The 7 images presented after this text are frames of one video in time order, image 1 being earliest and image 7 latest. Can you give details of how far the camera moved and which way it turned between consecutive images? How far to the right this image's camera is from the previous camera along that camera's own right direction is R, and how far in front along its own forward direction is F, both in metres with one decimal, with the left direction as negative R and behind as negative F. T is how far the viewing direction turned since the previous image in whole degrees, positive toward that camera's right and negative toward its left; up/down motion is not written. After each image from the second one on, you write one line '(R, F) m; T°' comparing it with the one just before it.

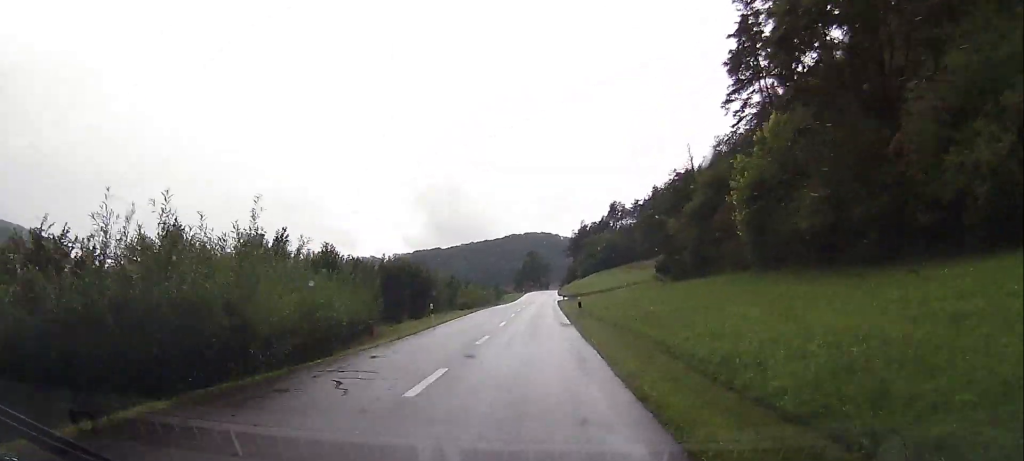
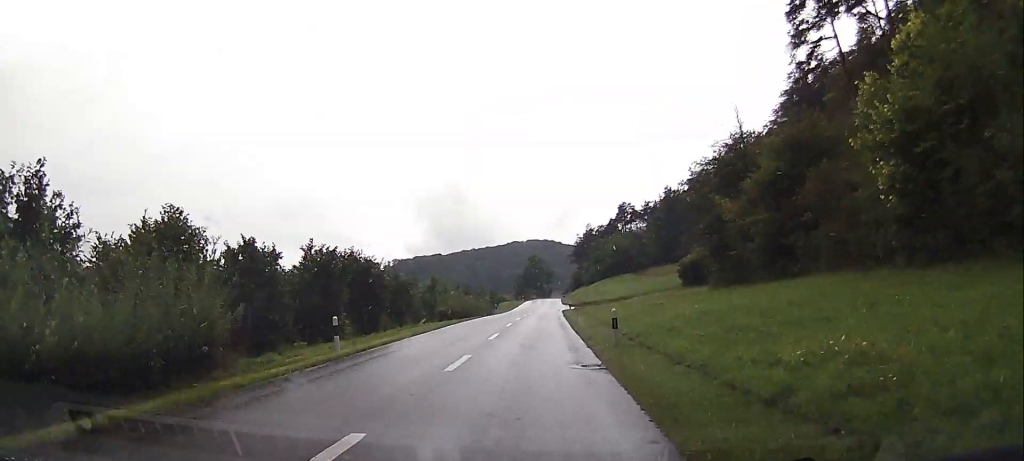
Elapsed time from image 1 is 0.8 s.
(+0.4, +15.1) m; 0°
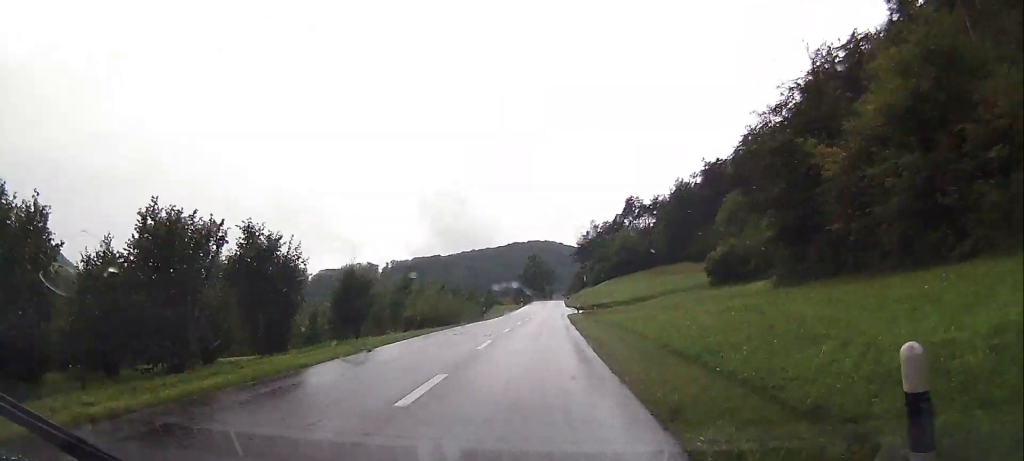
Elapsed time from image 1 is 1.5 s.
(-0.1, +13.6) m; -1°
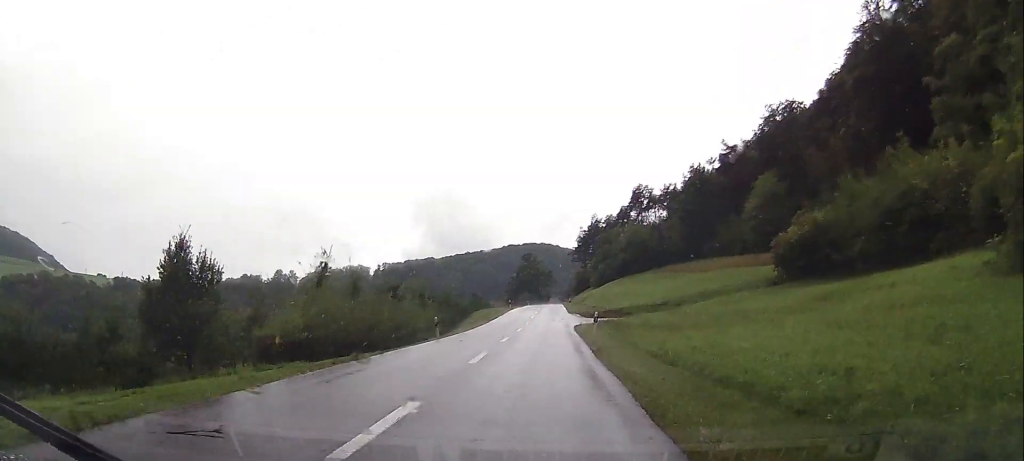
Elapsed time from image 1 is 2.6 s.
(-0.3, +21.3) m; 0°
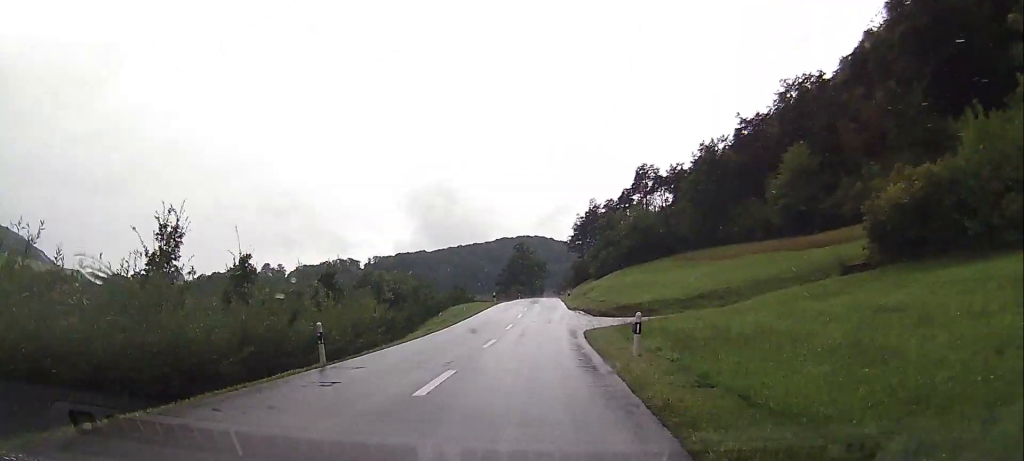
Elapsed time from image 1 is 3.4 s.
(+0.2, +15.4) m; +1°
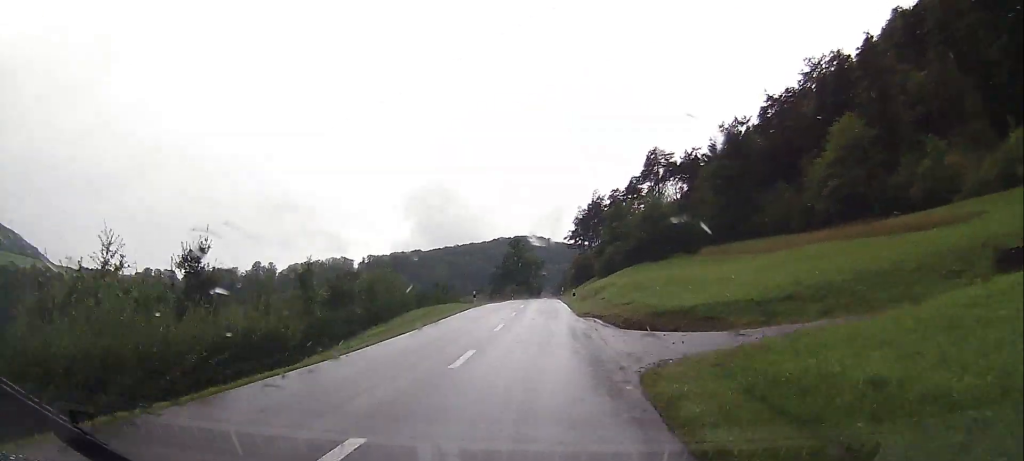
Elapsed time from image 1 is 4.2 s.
(+0.2, +15.8) m; -1°
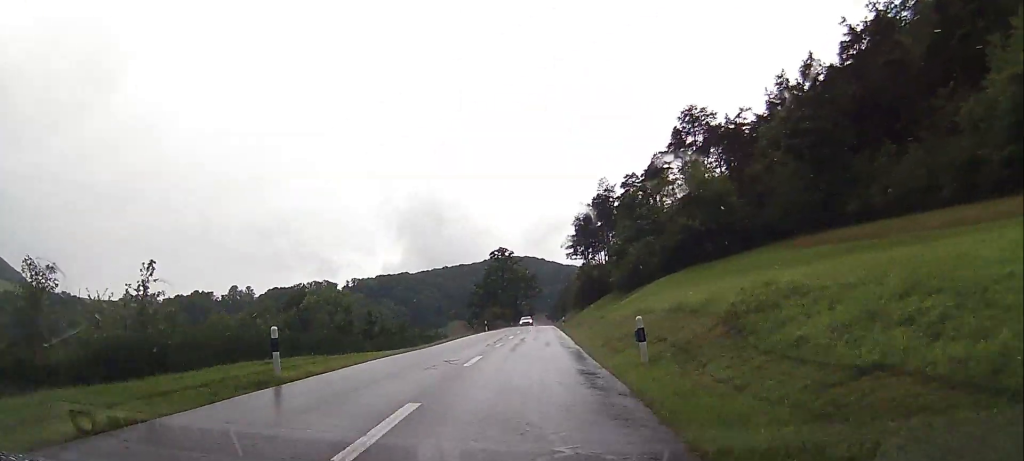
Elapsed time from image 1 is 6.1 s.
(-1.6, +34.7) m; -3°
